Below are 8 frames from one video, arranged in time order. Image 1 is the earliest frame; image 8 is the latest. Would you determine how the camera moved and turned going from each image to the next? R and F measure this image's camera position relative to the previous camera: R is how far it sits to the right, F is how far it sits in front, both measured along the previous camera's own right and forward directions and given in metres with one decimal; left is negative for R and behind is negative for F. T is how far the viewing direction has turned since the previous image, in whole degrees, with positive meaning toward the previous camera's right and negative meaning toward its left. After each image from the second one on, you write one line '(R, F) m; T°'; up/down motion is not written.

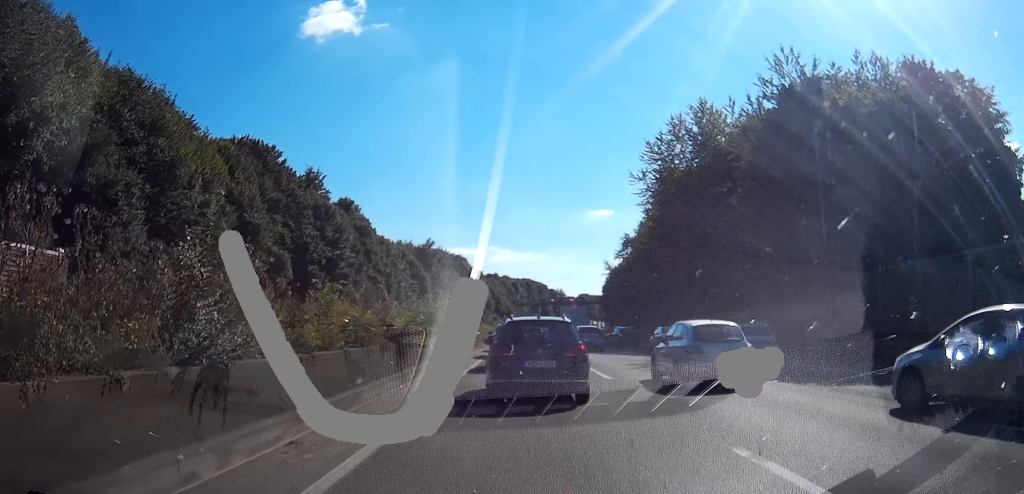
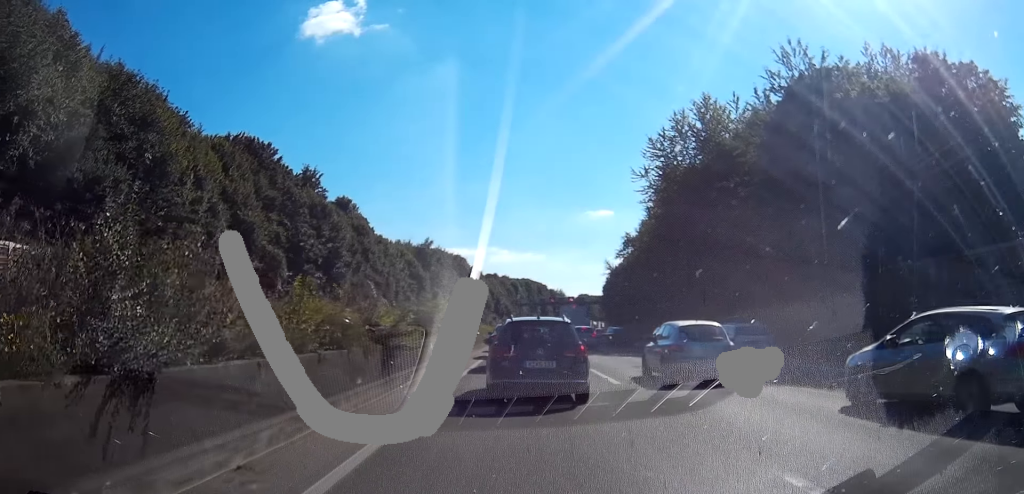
(0.0, +1.4) m; +1°
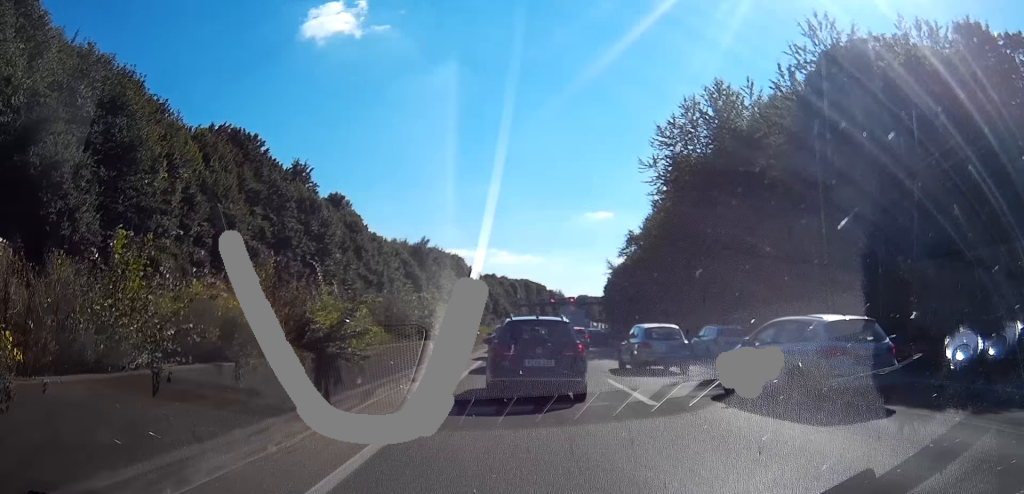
(0.0, +5.4) m; +2°
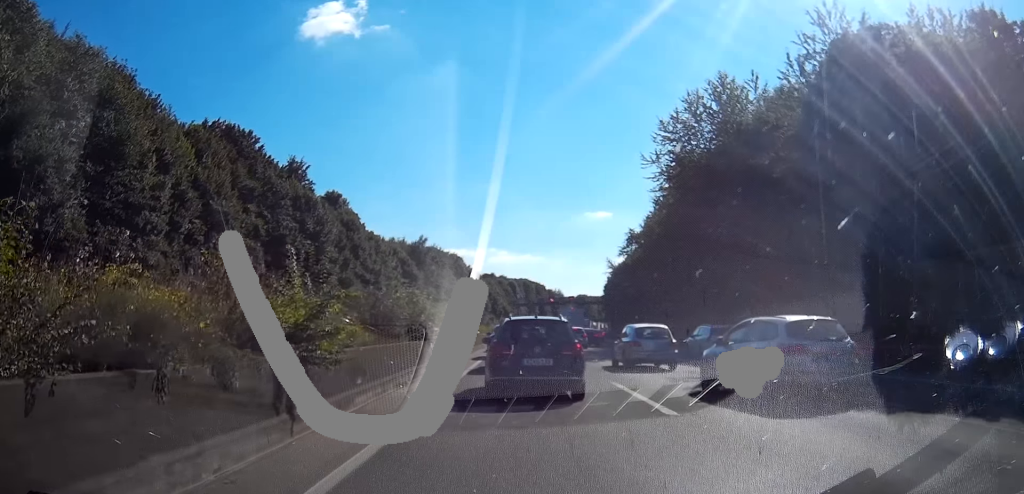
(0.0, +1.7) m; +1°
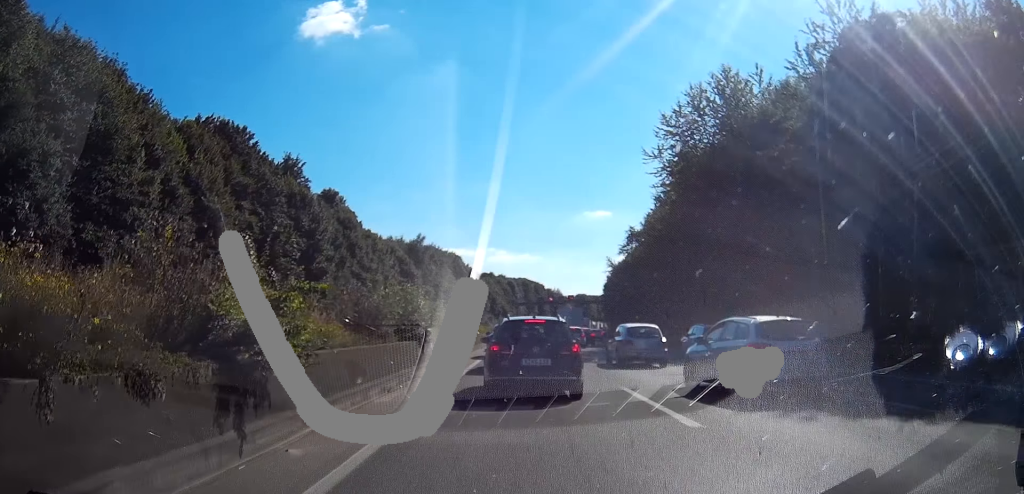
(0.0, +1.6) m; 0°
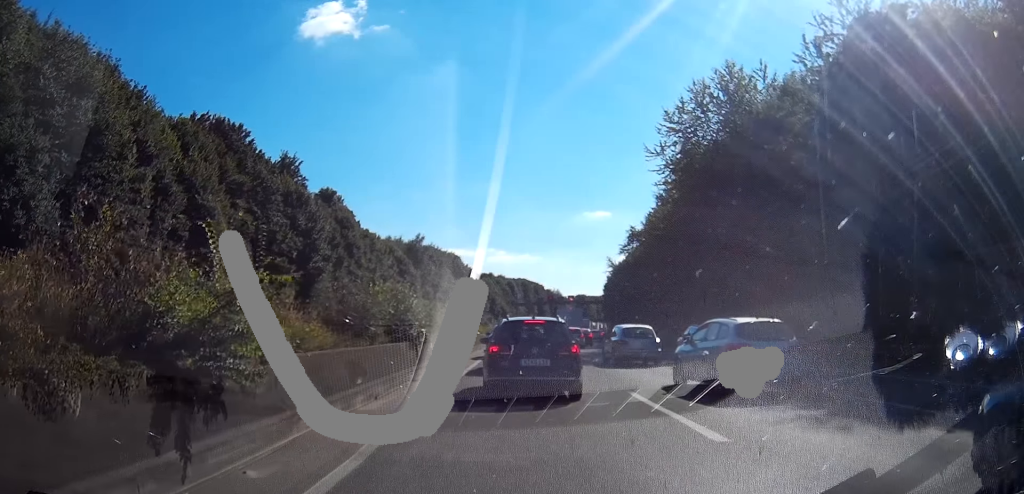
(-0.1, +1.3) m; 0°
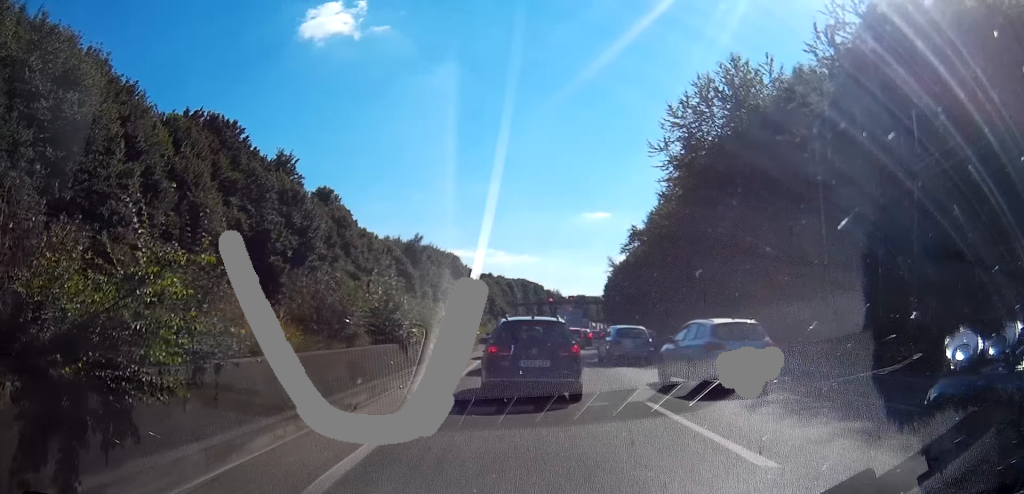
(+0.1, +2.0) m; +2°
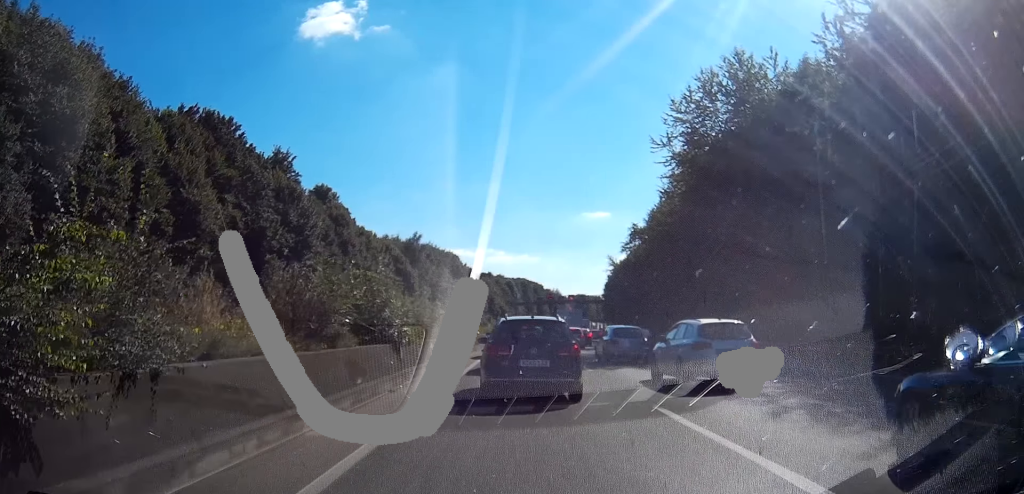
(0.0, +1.3) m; -1°
